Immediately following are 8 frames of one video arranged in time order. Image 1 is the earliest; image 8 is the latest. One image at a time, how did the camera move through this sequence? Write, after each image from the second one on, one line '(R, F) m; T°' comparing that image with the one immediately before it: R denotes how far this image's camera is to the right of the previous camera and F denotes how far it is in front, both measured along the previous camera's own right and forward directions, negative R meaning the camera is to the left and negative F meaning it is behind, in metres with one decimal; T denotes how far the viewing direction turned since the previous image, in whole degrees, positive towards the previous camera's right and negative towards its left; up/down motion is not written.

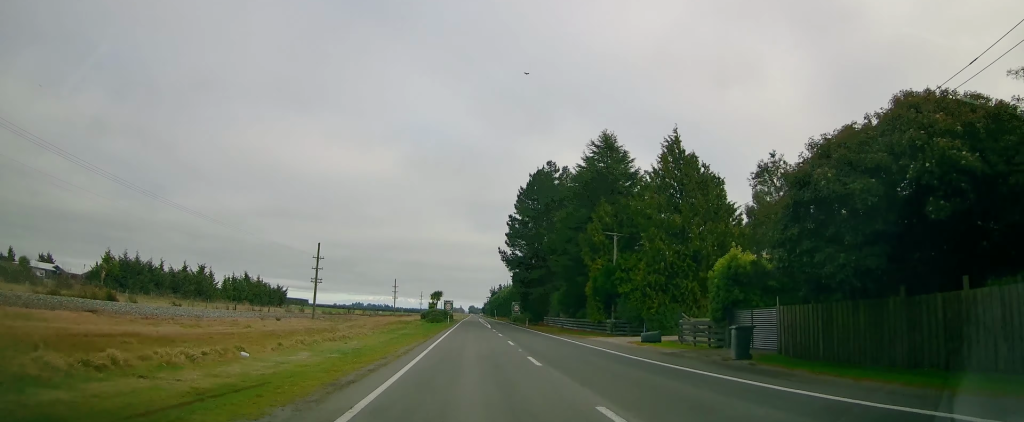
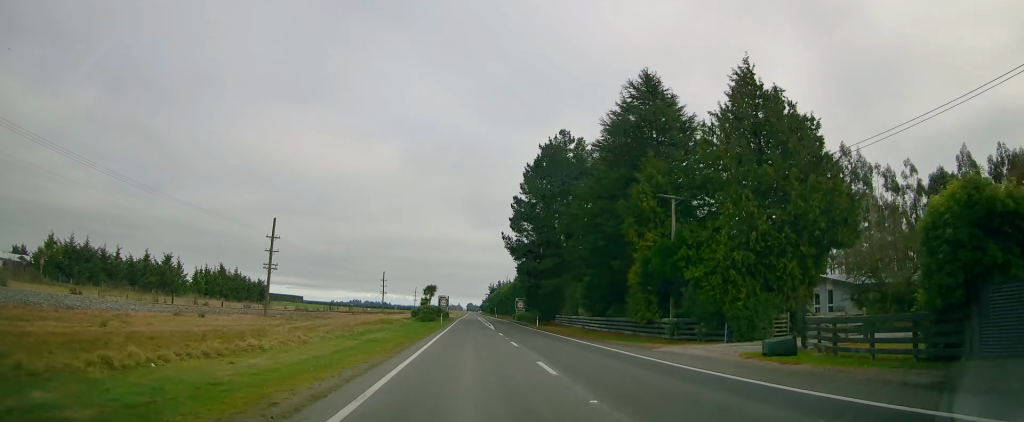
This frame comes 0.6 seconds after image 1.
(+0.1, +12.9) m; 0°
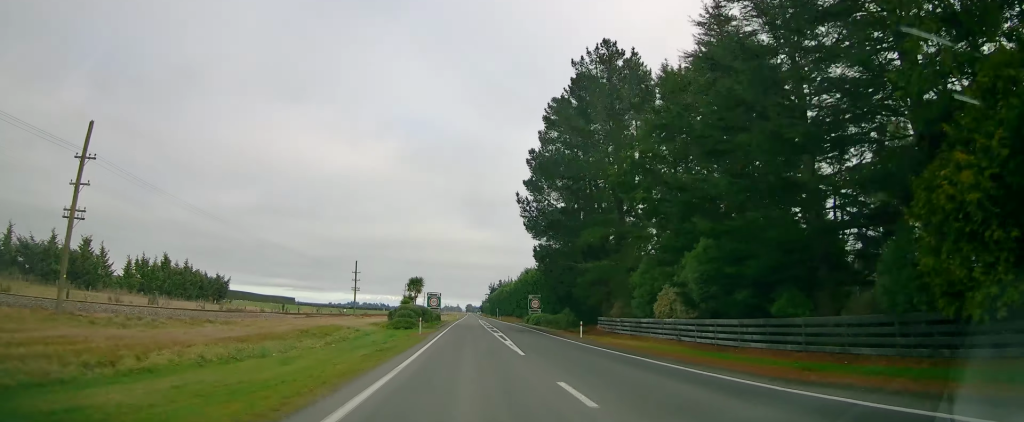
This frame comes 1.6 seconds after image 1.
(0.0, +23.7) m; 0°
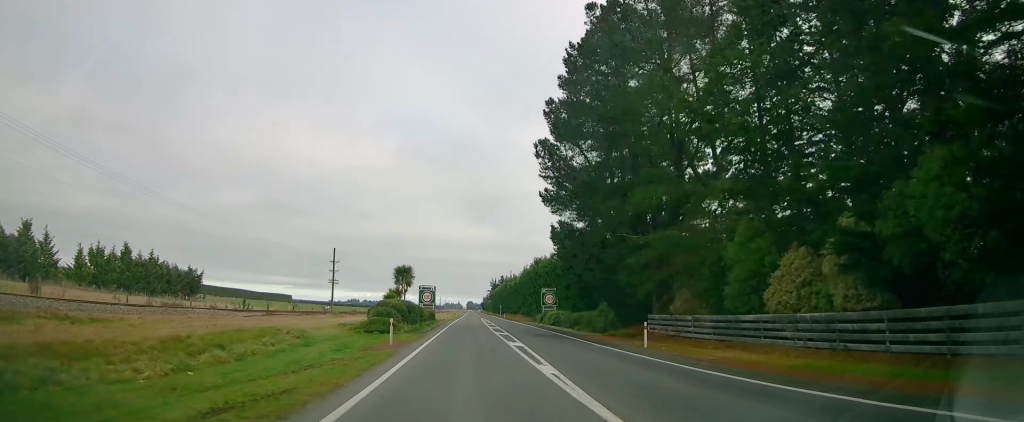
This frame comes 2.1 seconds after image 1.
(-0.2, +13.0) m; 0°
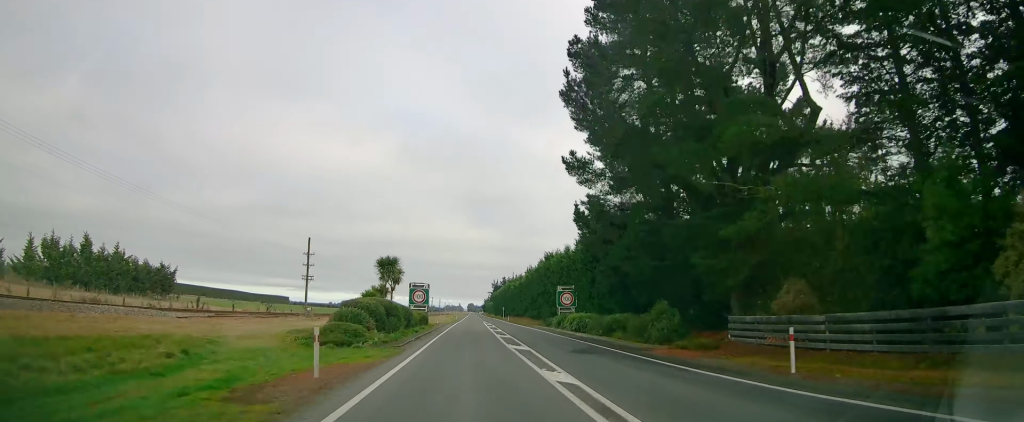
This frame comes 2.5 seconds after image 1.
(+0.1, +11.0) m; 0°
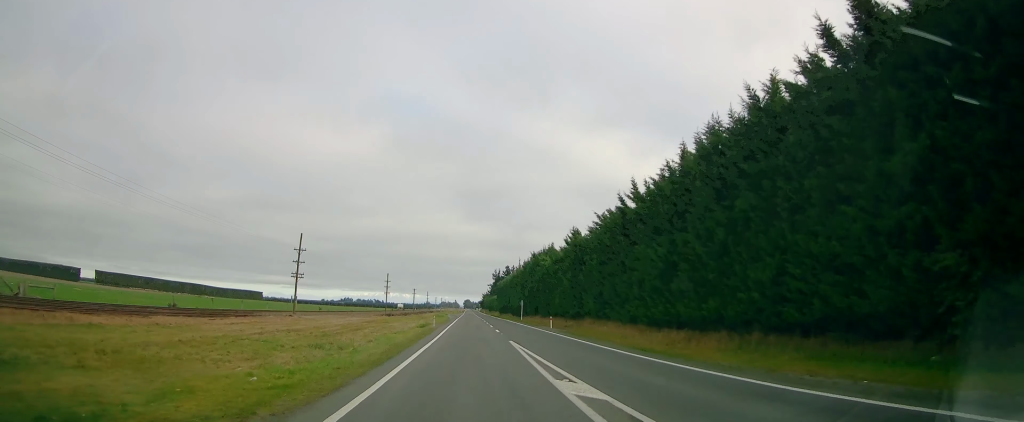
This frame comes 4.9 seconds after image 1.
(+0.5, +61.8) m; +1°
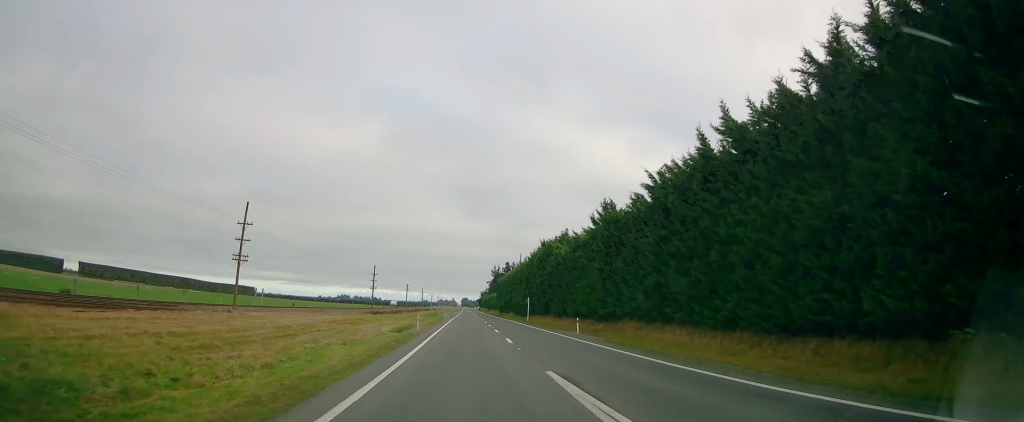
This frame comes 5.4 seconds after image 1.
(0.0, +13.3) m; 0°
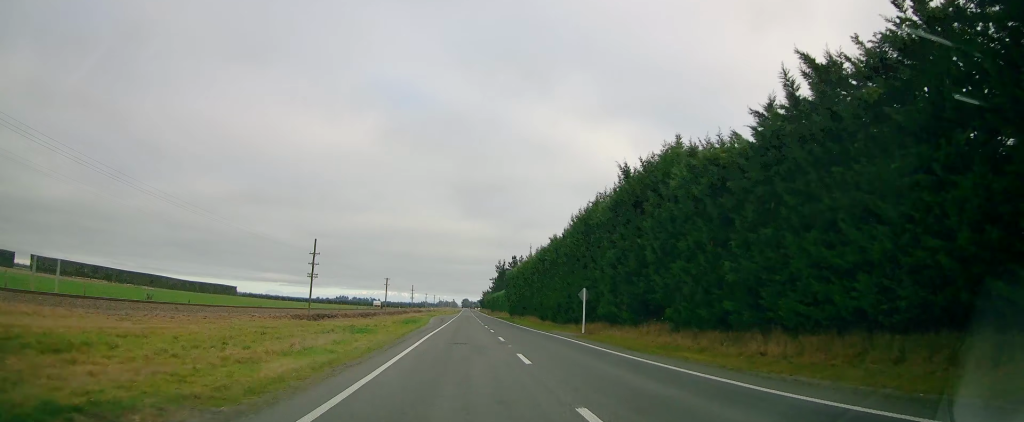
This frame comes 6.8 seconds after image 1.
(+0.4, +38.4) m; +1°
